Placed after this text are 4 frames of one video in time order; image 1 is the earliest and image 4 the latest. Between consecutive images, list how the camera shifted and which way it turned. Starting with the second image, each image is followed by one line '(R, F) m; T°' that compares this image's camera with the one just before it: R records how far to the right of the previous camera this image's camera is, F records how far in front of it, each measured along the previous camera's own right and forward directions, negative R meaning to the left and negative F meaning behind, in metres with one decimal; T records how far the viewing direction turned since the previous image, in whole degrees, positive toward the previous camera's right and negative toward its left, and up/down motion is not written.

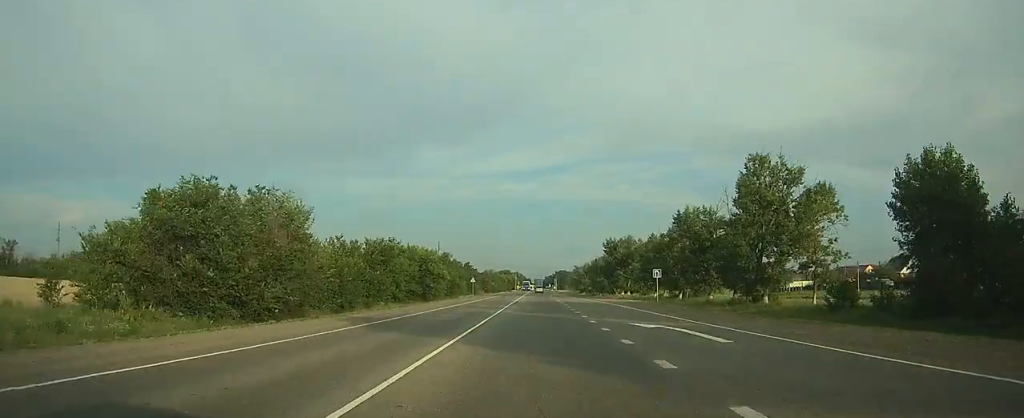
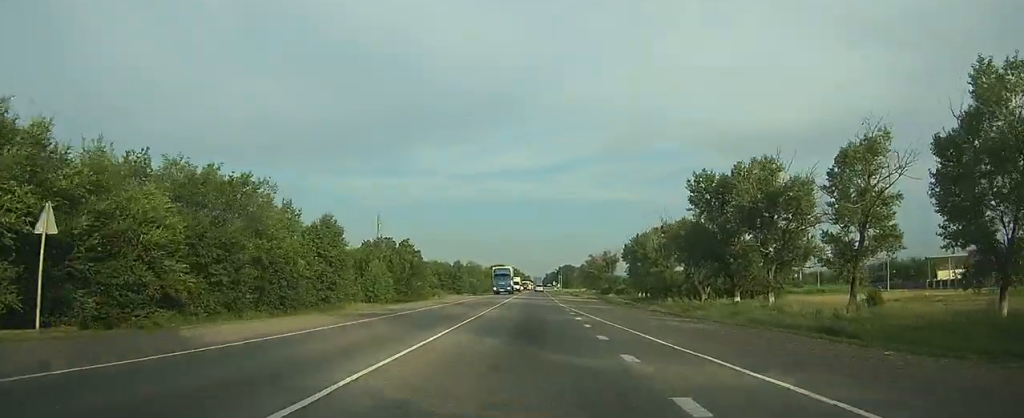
(+0.4, +87.0) m; 0°
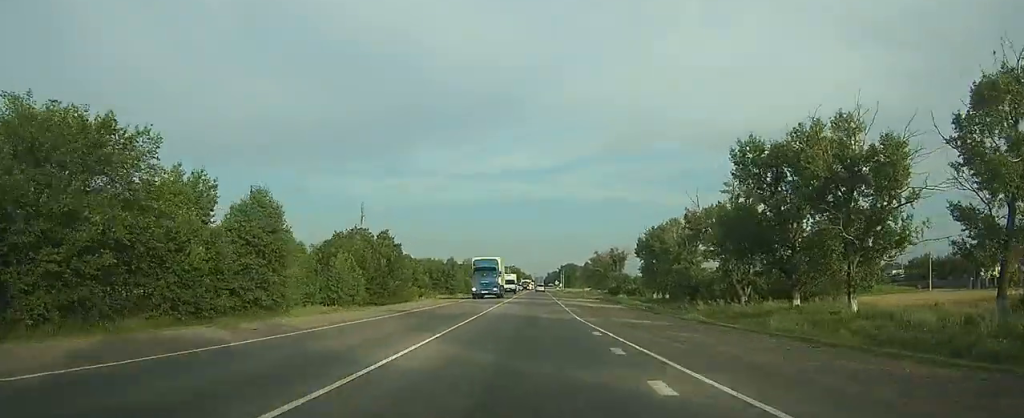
(0.0, +14.7) m; 0°
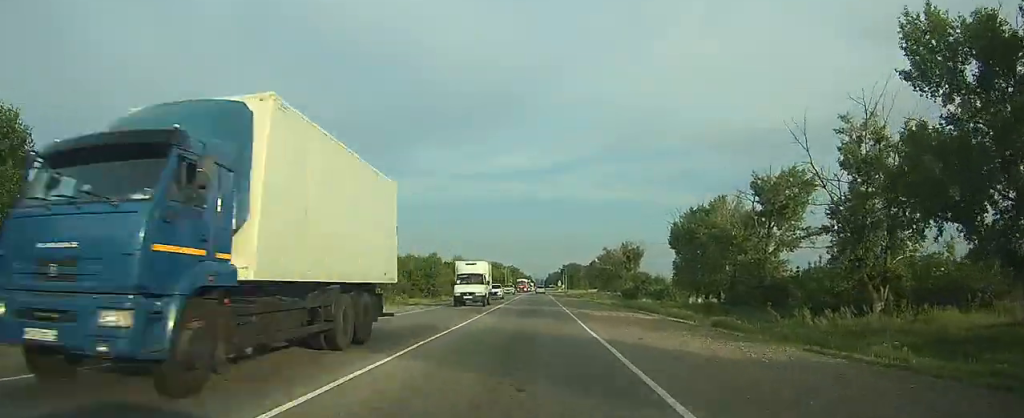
(-0.1, +26.1) m; 0°
